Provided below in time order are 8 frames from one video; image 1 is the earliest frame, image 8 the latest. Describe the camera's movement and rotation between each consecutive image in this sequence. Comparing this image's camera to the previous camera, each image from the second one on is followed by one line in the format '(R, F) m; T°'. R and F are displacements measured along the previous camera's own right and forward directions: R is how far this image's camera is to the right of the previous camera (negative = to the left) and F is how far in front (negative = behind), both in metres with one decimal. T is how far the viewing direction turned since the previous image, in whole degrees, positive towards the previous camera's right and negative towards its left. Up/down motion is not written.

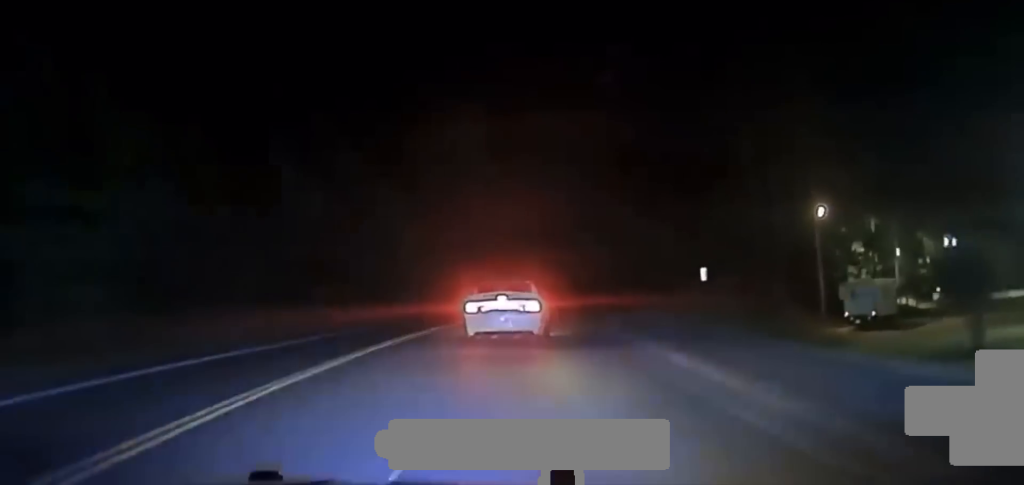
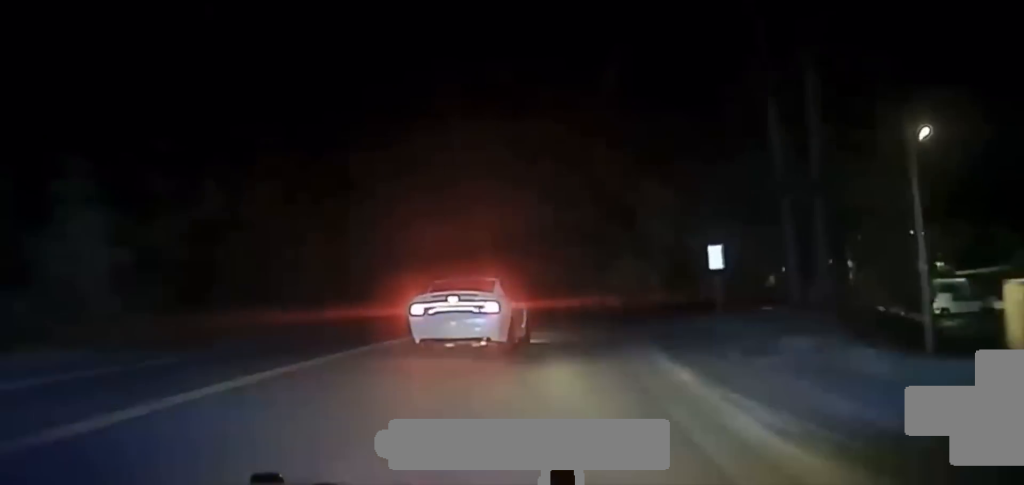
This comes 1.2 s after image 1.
(+3.0, +39.8) m; +12°
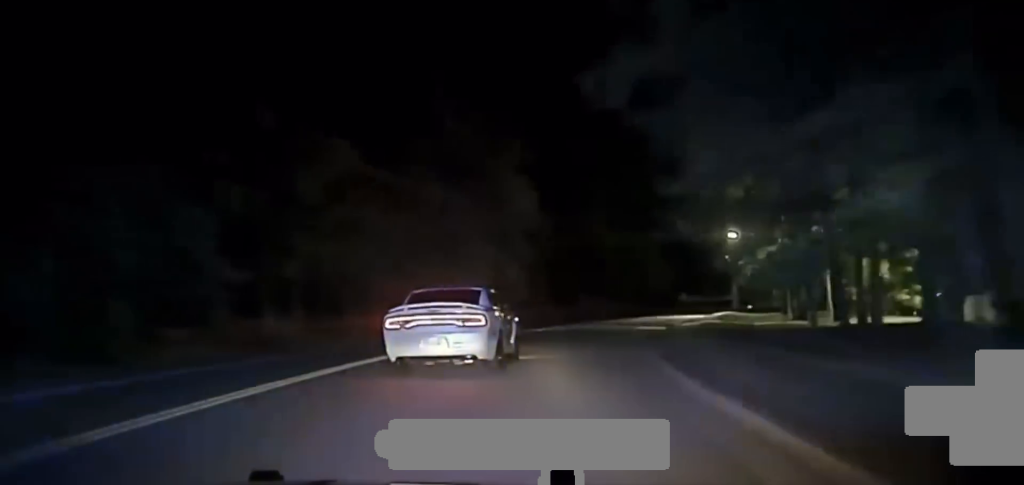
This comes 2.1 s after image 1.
(+3.3, +30.3) m; +13°
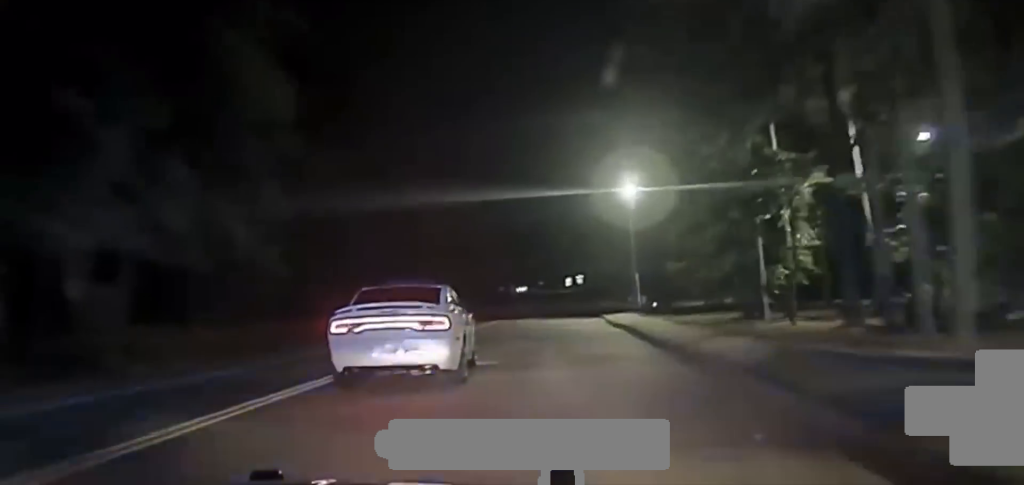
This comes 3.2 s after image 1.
(+4.3, +36.7) m; +8°
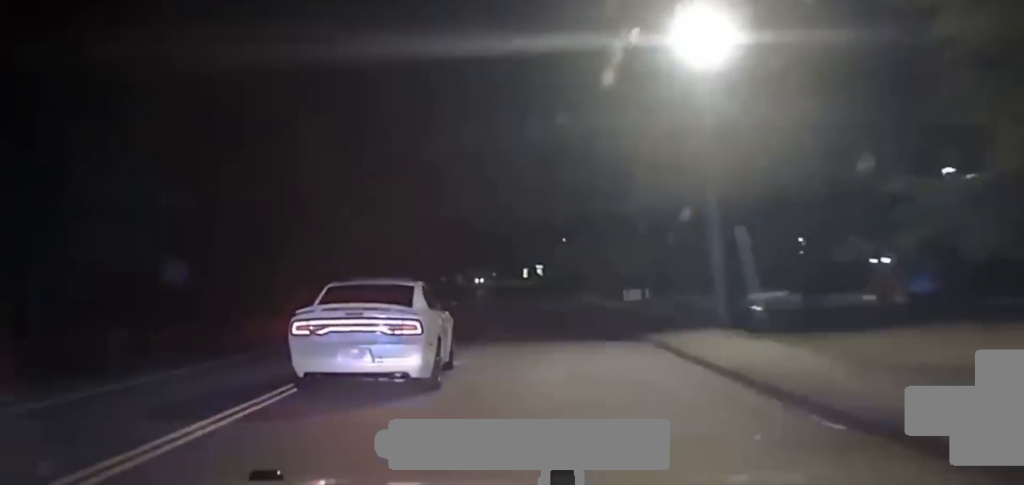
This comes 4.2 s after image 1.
(+0.8, +34.8) m; +2°
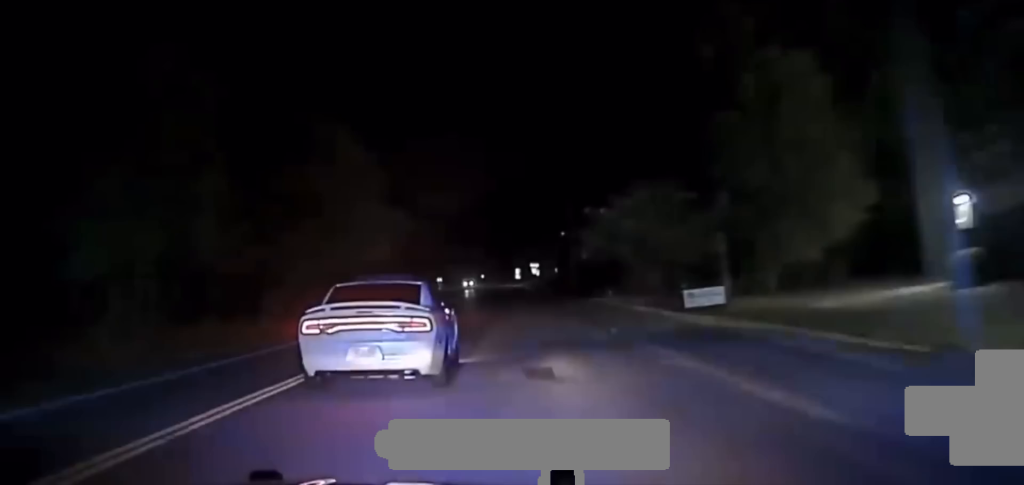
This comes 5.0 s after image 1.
(+0.3, +29.3) m; 0°
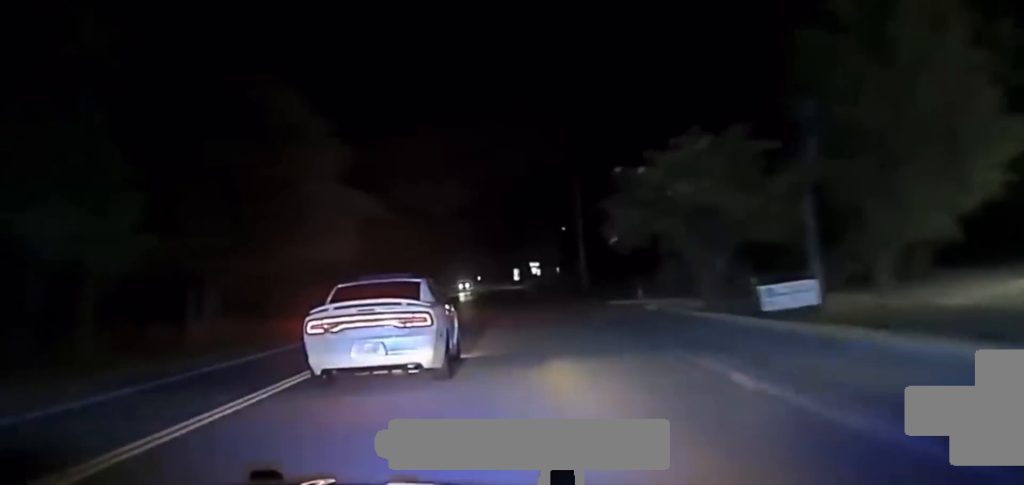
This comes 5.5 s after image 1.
(-0.2, +14.3) m; 0°
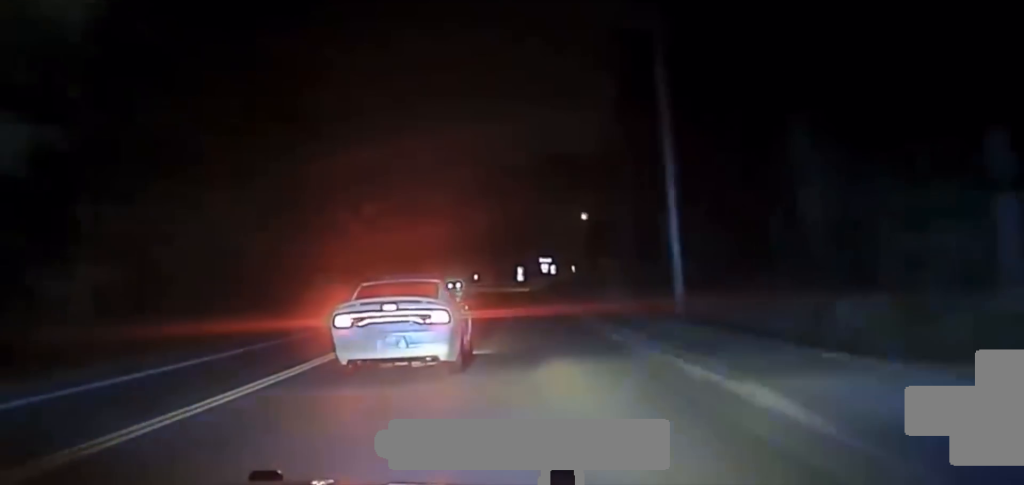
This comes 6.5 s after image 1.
(-0.2, +33.6) m; 0°
